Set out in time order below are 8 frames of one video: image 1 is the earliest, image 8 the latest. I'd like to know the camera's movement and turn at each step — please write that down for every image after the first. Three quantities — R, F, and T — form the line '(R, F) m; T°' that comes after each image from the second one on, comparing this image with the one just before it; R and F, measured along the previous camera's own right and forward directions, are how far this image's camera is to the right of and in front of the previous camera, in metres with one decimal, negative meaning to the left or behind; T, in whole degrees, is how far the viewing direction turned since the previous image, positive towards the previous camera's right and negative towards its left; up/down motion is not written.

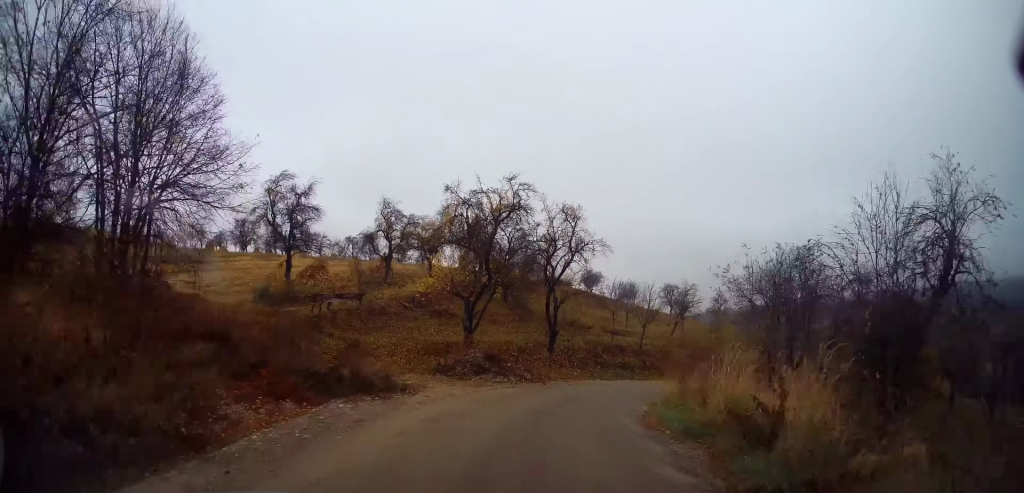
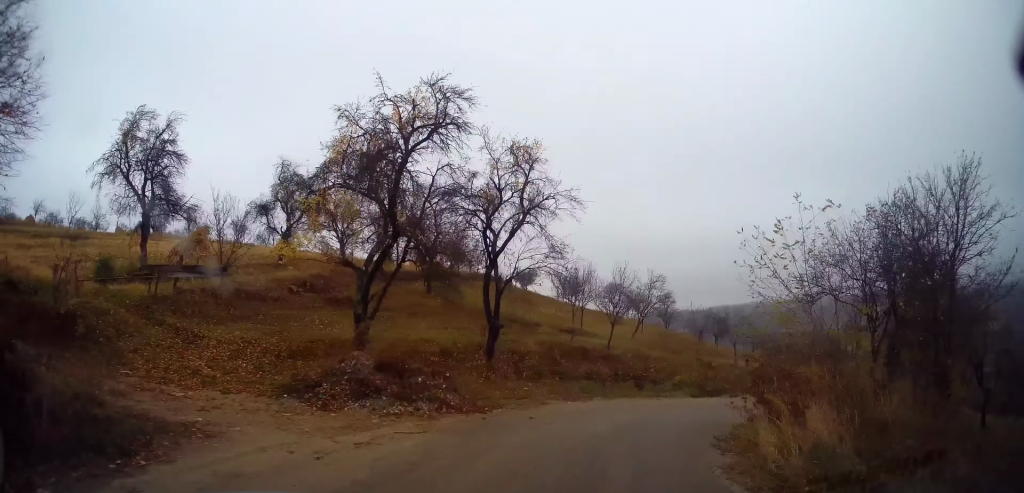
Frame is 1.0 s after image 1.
(+0.1, +7.8) m; +5°
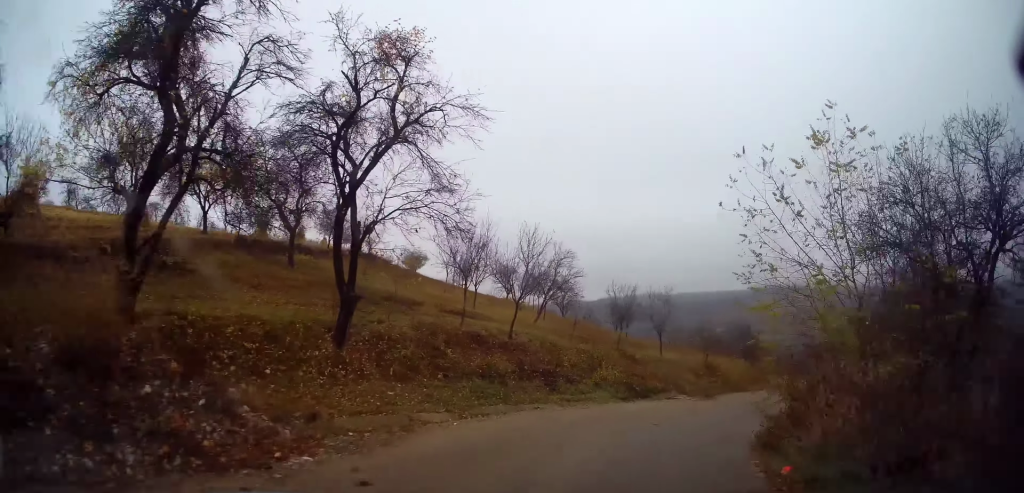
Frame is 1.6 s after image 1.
(0.0, +5.6) m; +9°
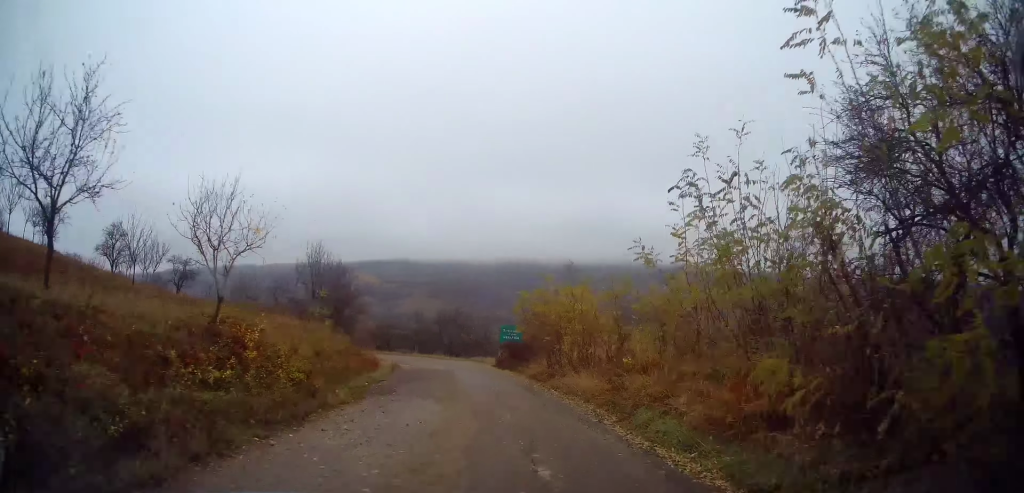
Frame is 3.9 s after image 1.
(+7.8, +17.1) m; +42°
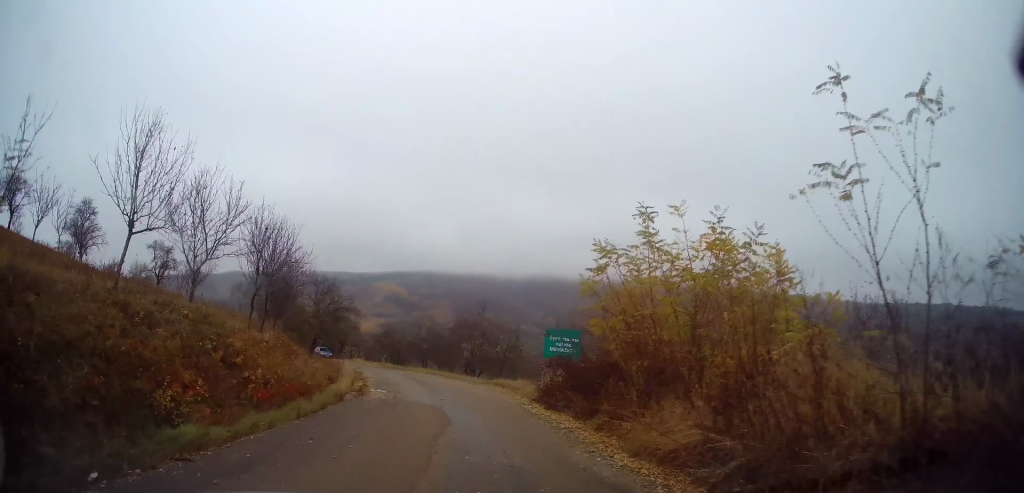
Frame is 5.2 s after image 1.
(+0.4, +11.8) m; +1°
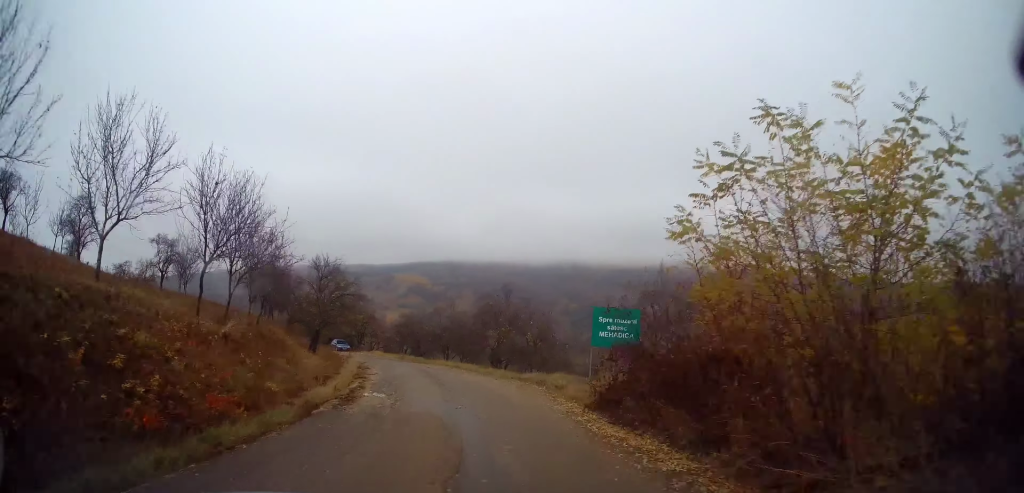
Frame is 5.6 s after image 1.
(+0.1, +4.1) m; -1°
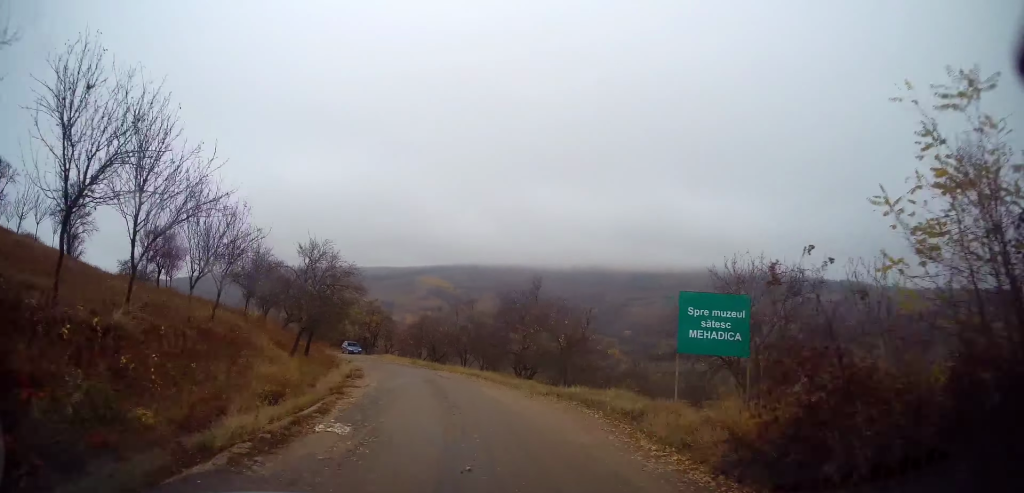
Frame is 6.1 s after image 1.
(-0.1, +4.8) m; -2°
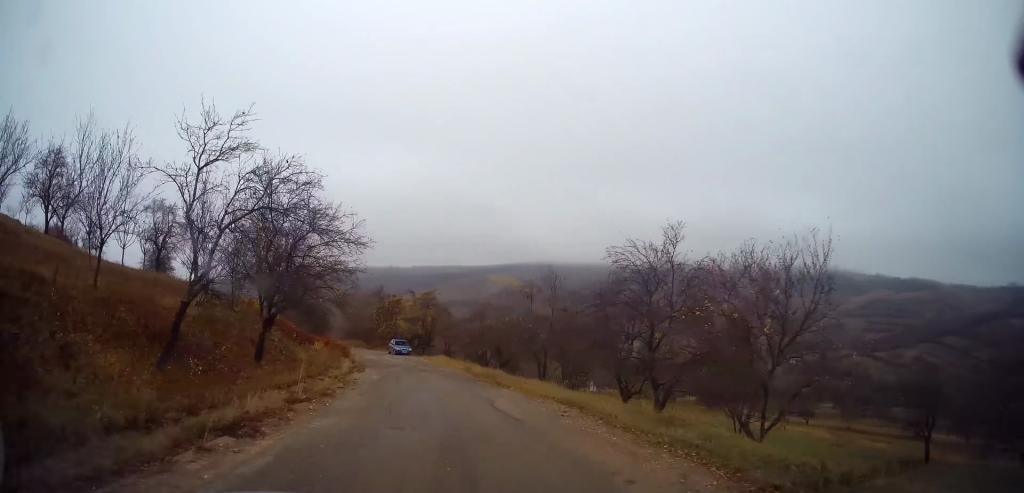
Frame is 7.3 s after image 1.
(-0.6, +11.8) m; -7°
